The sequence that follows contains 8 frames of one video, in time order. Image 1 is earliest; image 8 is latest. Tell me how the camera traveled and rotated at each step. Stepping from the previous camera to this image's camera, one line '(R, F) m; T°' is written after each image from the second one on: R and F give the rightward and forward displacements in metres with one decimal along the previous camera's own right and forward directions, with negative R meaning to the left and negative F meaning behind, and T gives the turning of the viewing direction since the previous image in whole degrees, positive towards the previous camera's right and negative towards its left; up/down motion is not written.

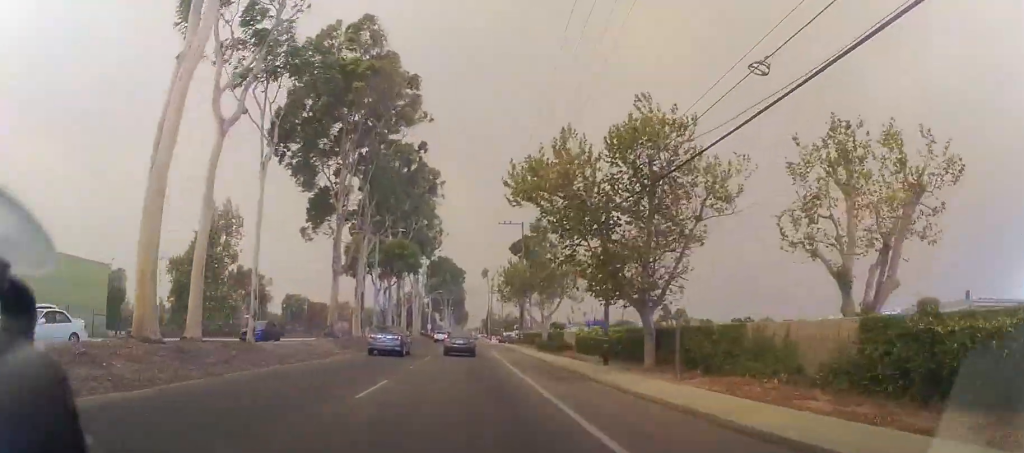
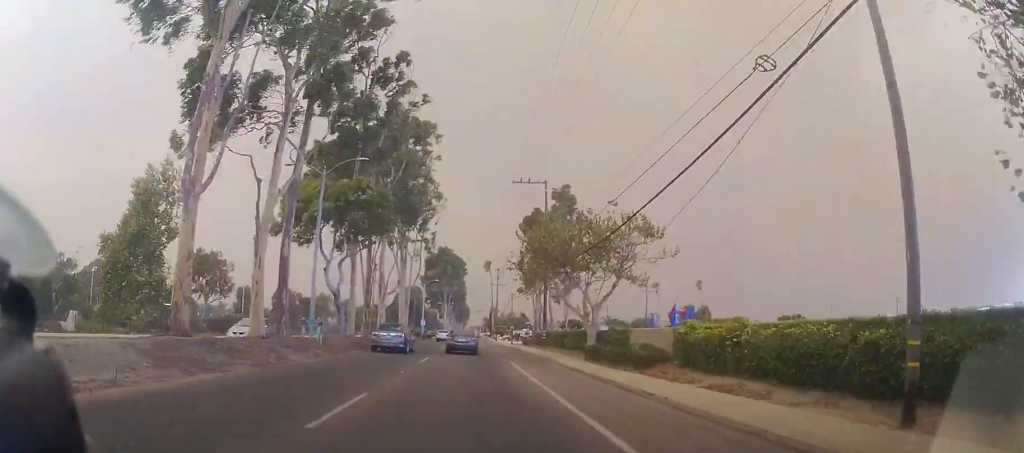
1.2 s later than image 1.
(0.0, +18.5) m; 0°
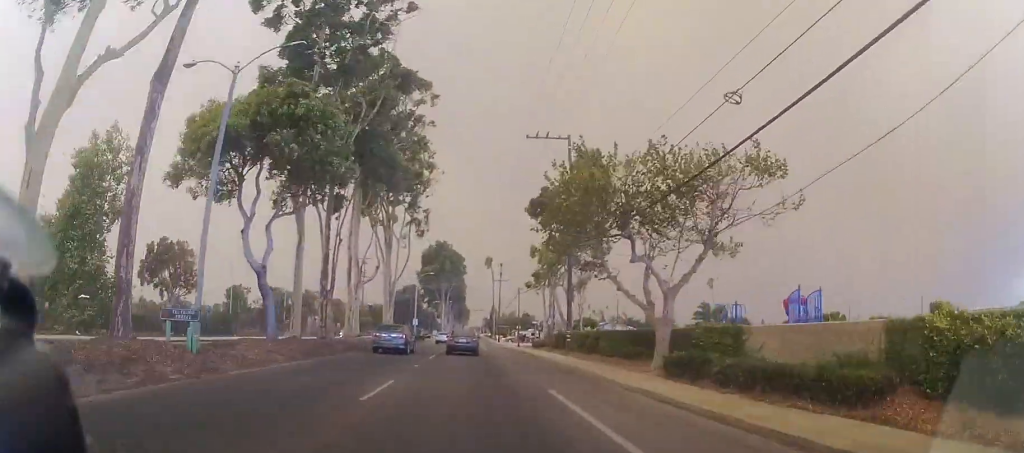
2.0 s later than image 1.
(0.0, +12.2) m; 0°
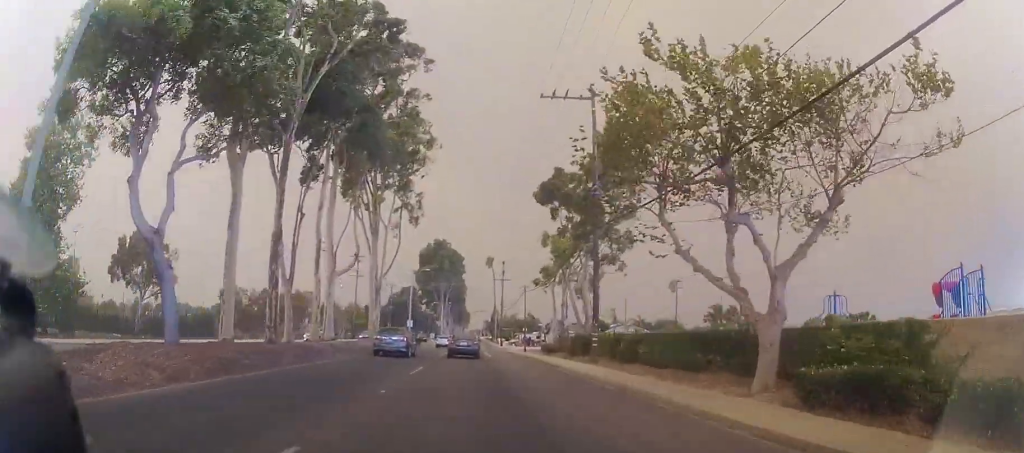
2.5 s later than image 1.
(0.0, +7.6) m; 0°
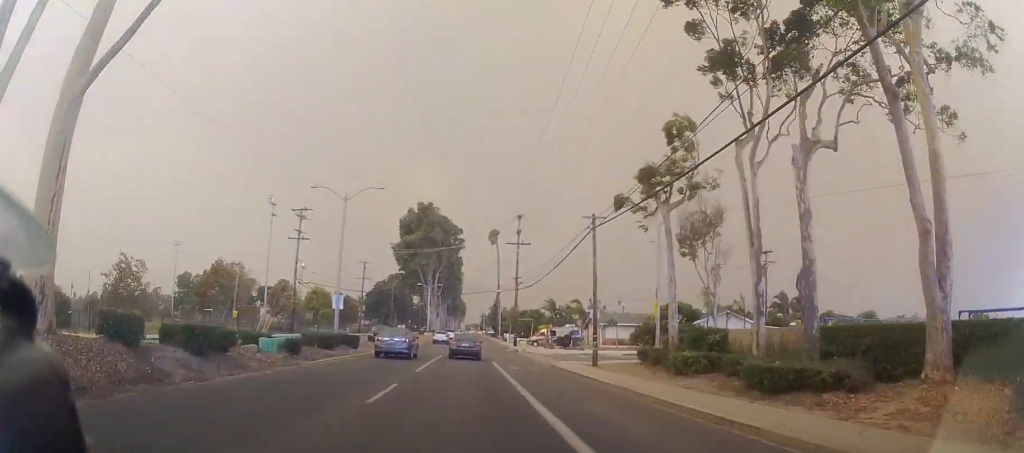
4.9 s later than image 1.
(0.0, +36.8) m; 0°
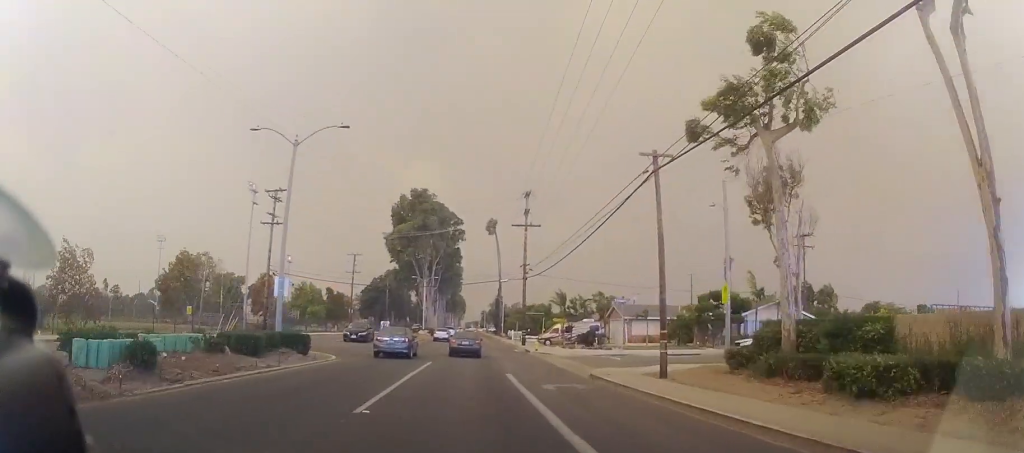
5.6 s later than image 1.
(0.0, +9.7) m; +1°
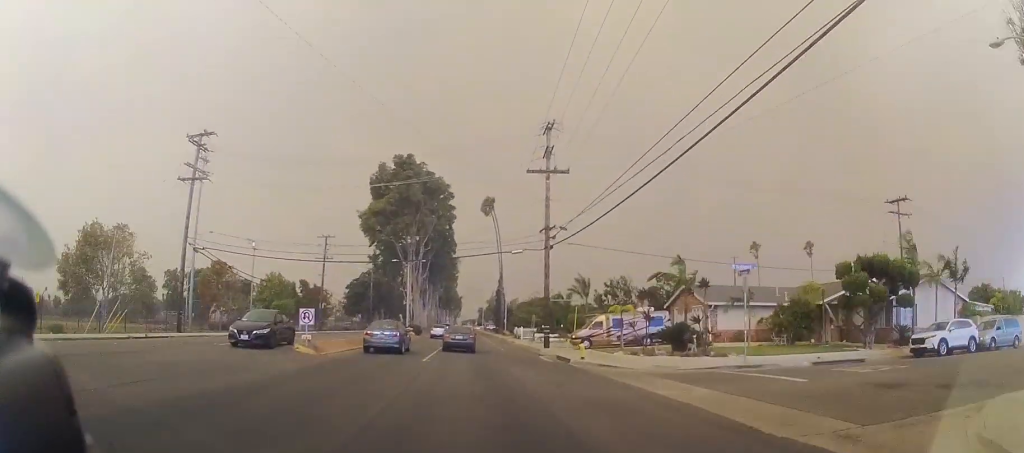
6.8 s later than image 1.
(+0.3, +18.7) m; +1°
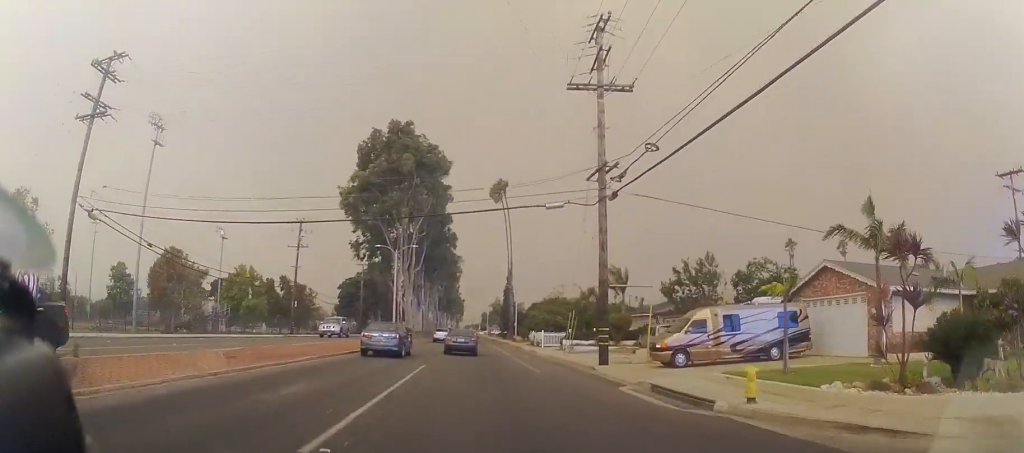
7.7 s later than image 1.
(0.0, +15.3) m; 0°
